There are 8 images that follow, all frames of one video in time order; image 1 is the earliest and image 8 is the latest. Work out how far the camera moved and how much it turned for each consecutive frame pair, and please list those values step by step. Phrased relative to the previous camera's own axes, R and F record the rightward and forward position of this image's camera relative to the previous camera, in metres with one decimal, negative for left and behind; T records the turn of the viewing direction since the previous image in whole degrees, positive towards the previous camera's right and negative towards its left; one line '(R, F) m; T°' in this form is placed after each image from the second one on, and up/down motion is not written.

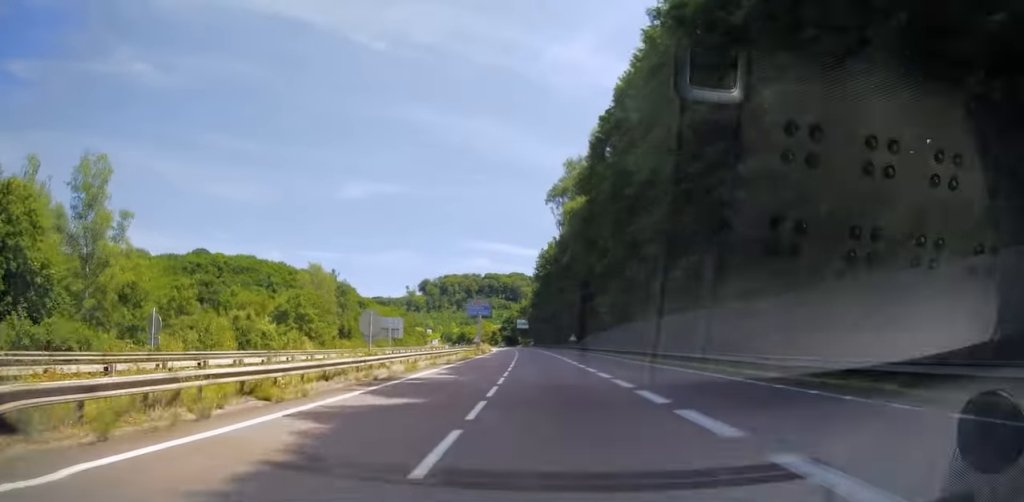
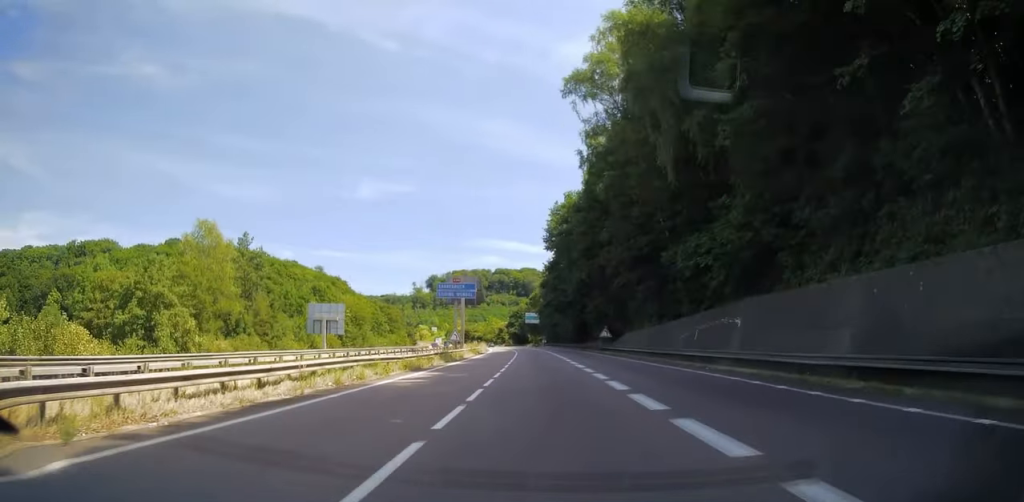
(-0.6, +36.7) m; 0°
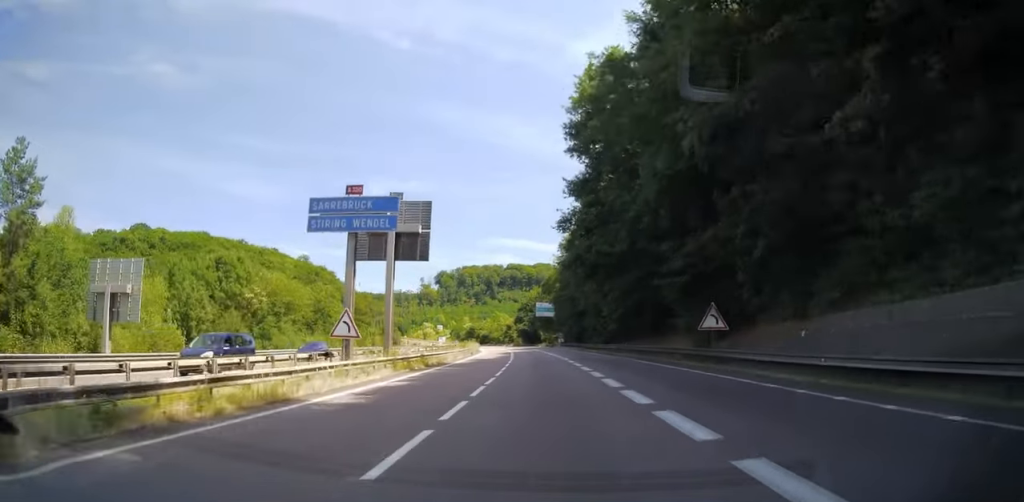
(+0.2, +38.8) m; -1°
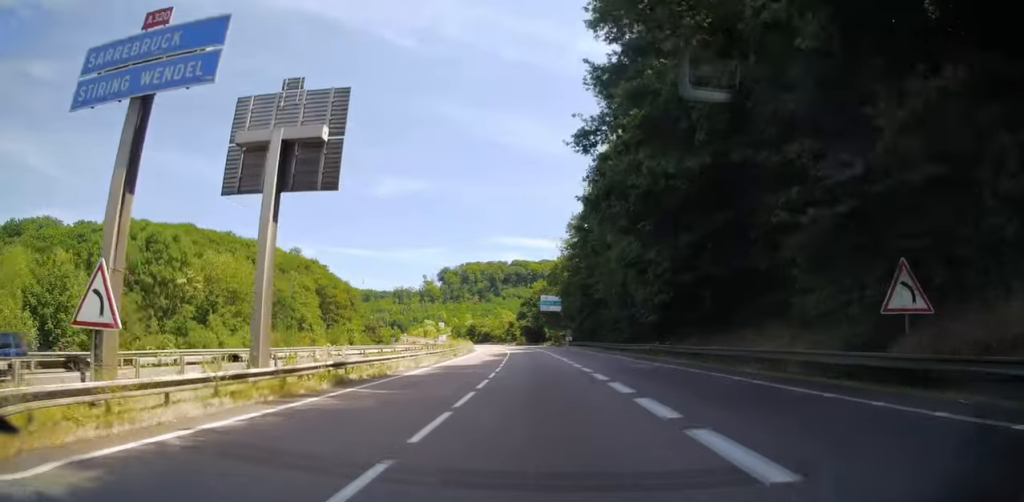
(-0.1, +15.7) m; -1°
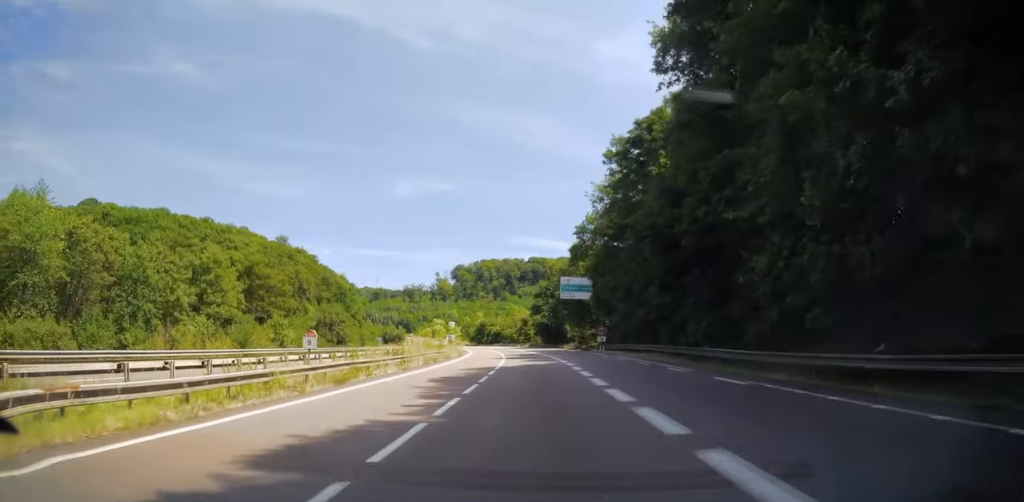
(-0.5, +32.5) m; -2°
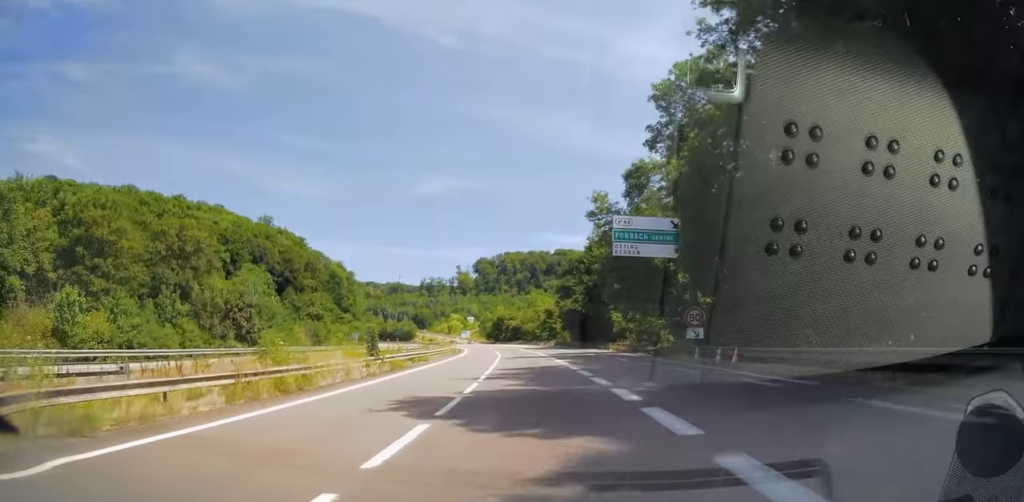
(-0.6, +36.0) m; -2°
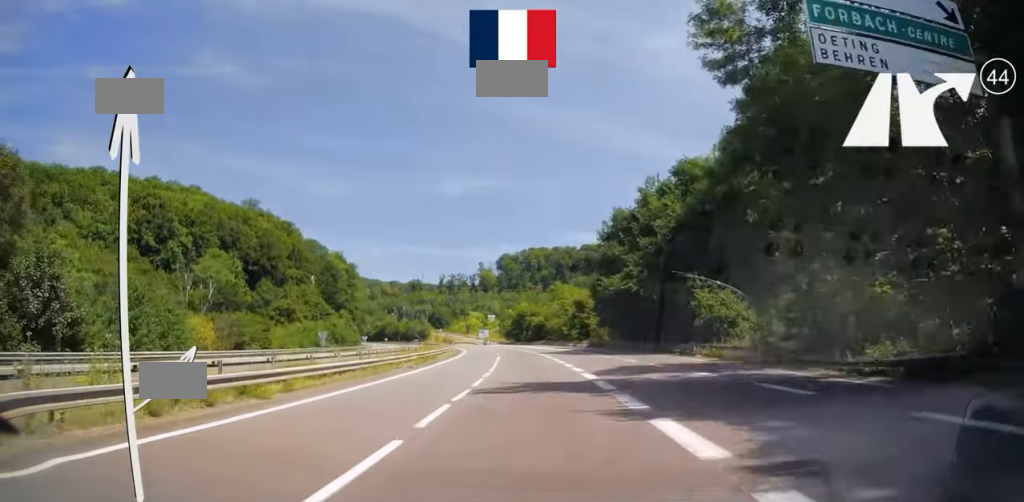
(-0.2, +28.0) m; -2°
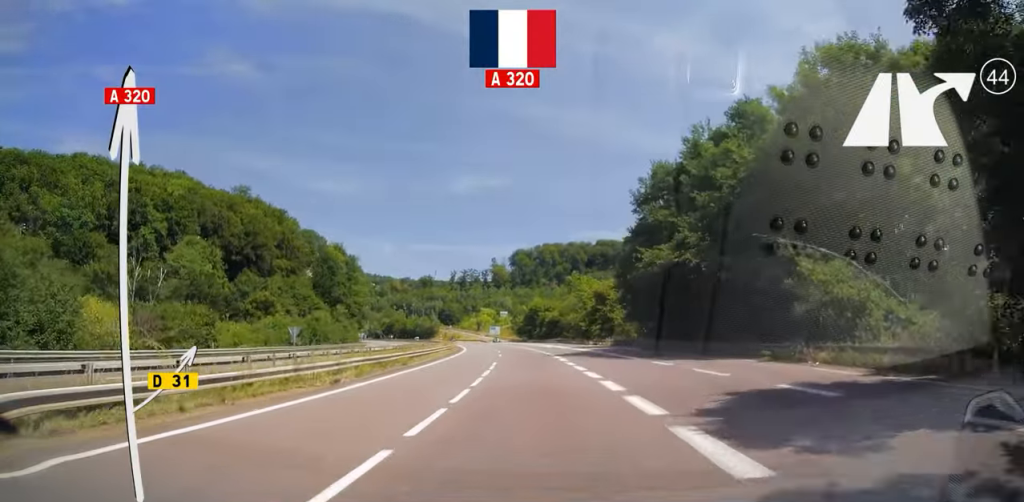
(-0.3, +14.3) m; -1°
